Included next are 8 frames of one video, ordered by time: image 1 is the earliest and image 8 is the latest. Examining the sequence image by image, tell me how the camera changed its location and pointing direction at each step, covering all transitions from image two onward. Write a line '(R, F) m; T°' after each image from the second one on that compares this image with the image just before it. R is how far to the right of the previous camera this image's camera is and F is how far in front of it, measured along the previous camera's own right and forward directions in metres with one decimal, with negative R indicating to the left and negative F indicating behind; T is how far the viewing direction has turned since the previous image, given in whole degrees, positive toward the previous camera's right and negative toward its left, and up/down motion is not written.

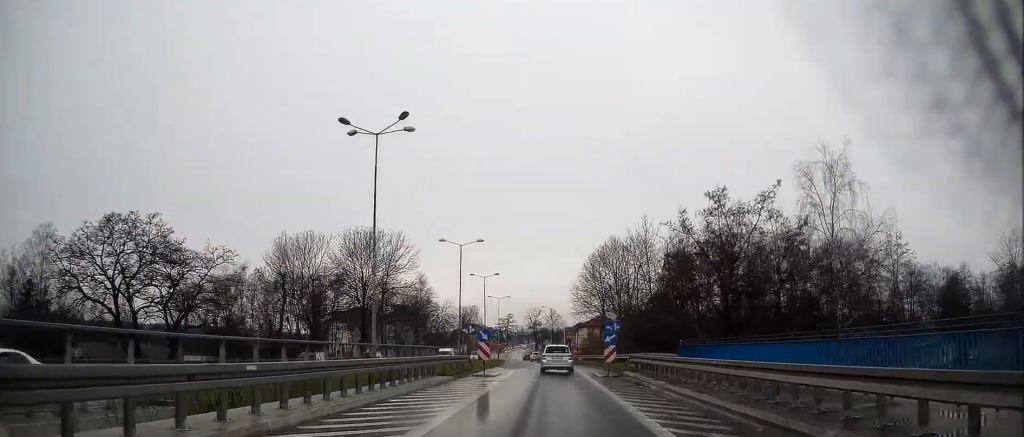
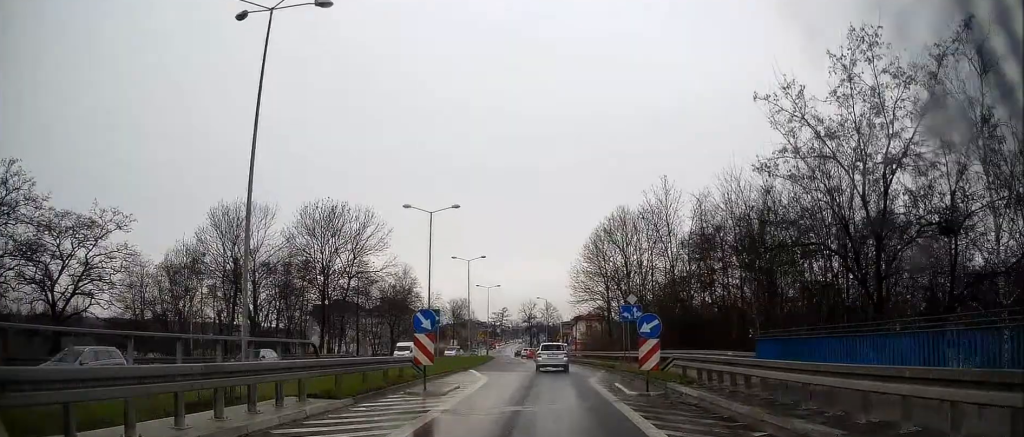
(-0.3, +11.8) m; 0°
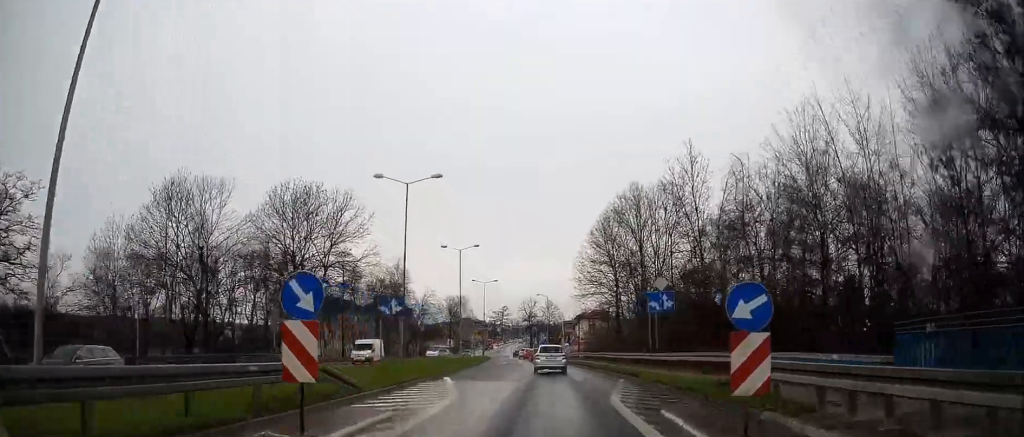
(+0.2, +7.7) m; 0°
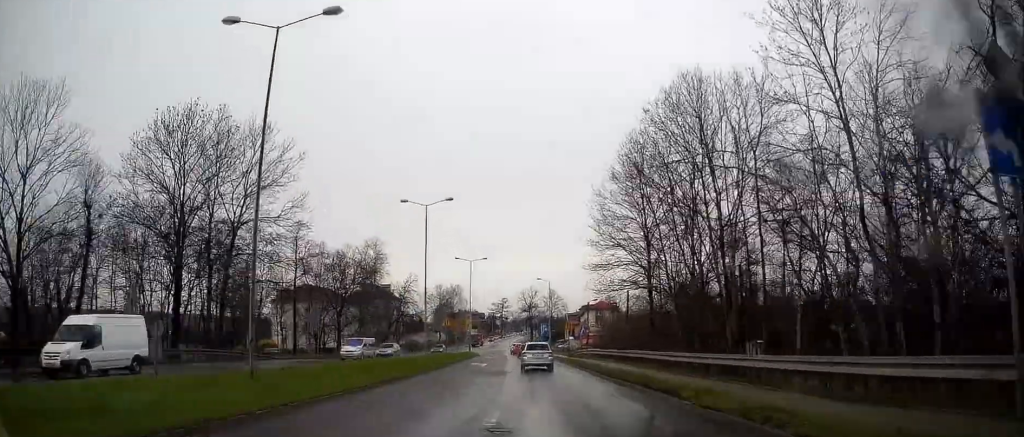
(-0.1, +18.3) m; -1°
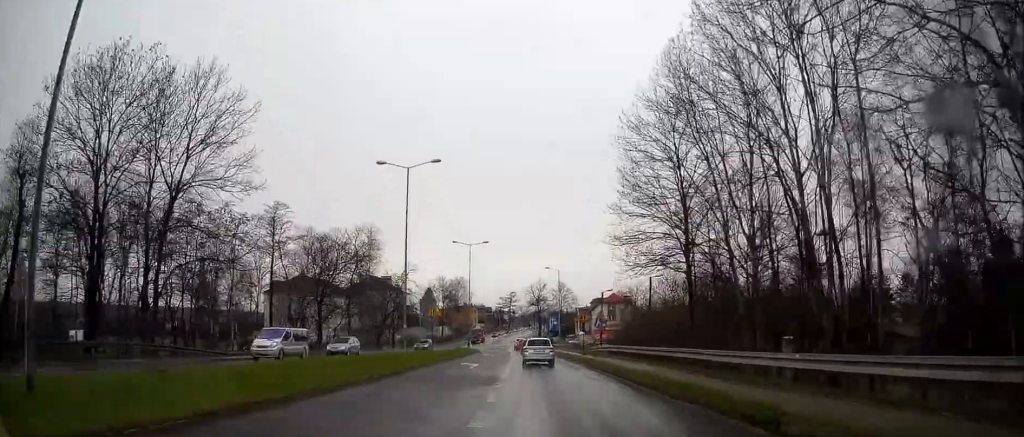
(0.0, +8.8) m; 0°
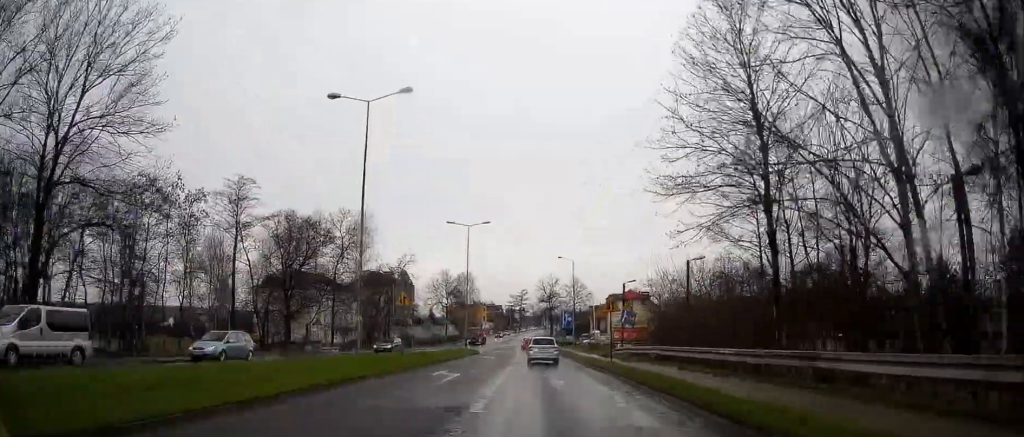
(0.0, +10.5) m; -1°
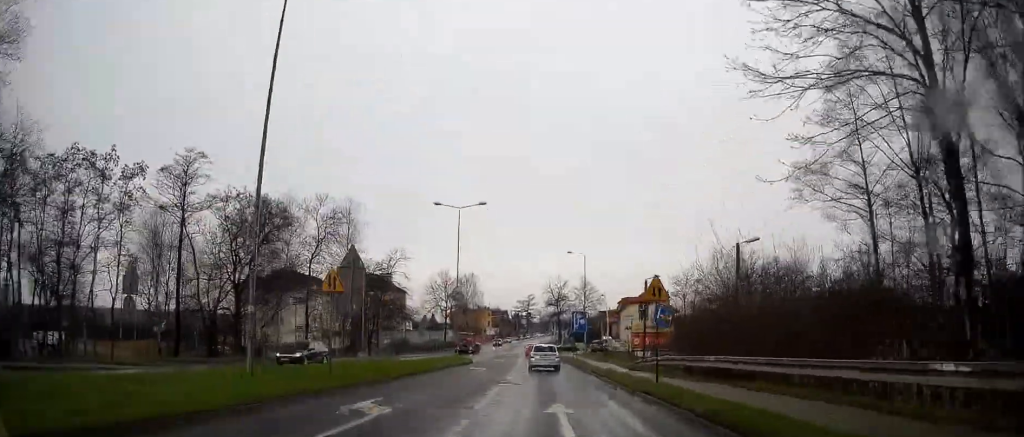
(0.0, +10.1) m; -1°
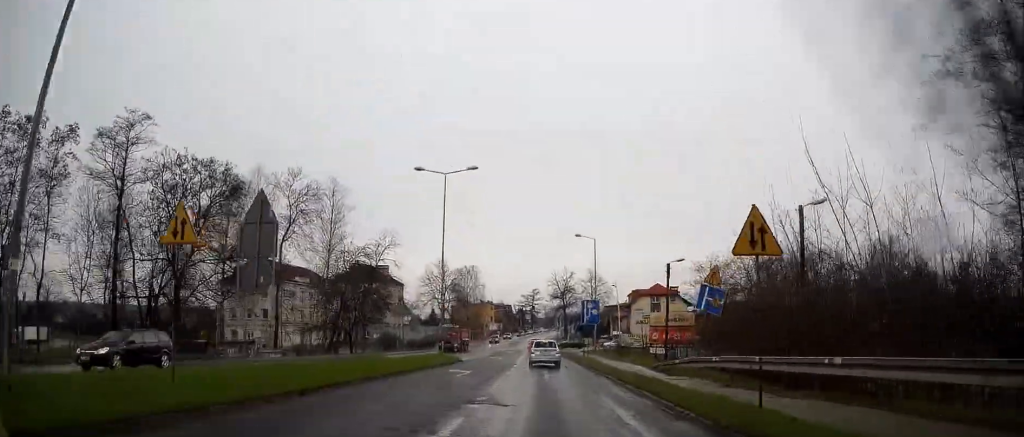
(-0.3, +8.3) m; 0°
